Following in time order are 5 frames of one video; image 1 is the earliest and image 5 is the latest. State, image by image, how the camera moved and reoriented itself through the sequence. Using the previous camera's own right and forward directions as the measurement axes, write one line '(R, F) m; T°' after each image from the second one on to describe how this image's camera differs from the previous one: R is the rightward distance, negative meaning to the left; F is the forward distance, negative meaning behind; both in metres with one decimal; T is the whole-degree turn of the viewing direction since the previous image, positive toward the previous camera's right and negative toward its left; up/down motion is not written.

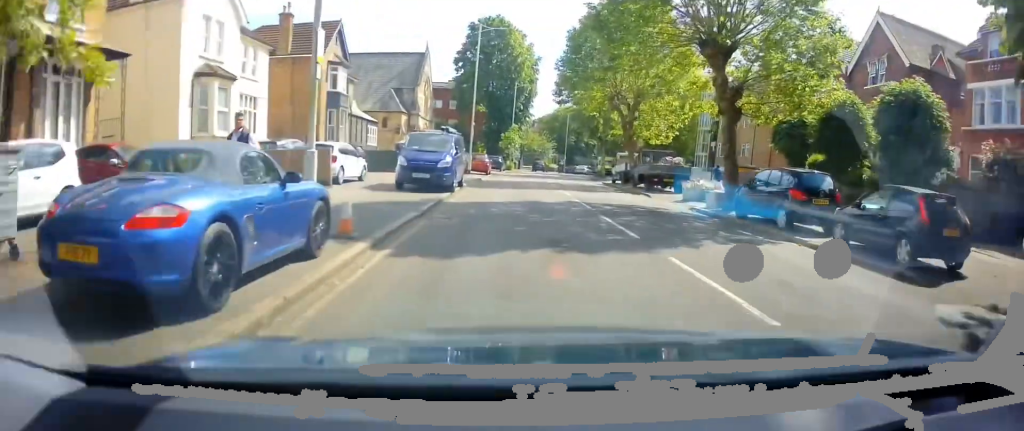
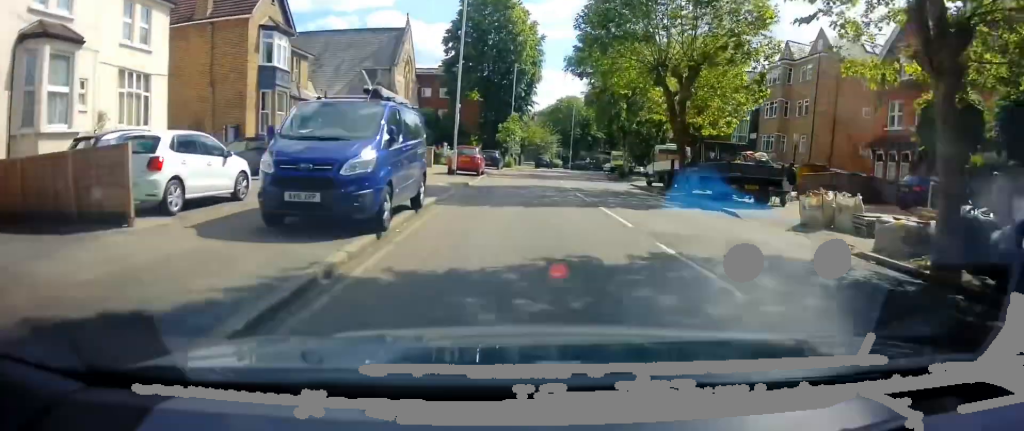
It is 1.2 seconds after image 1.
(-0.2, +9.7) m; 0°
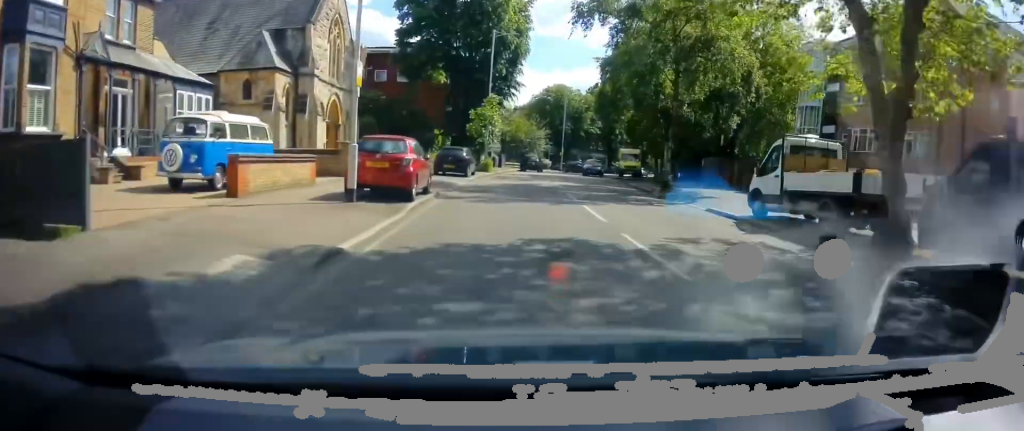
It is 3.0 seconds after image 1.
(+0.5, +15.1) m; +4°
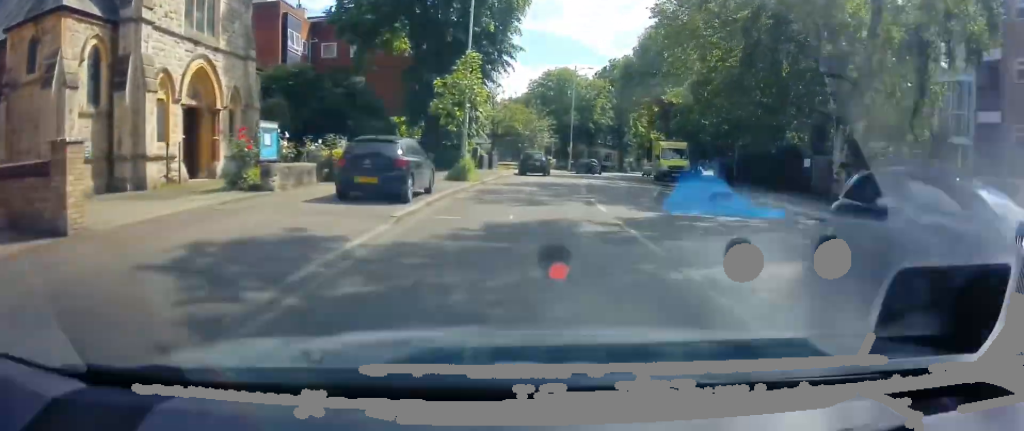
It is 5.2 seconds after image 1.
(-0.1, +15.6) m; -1°
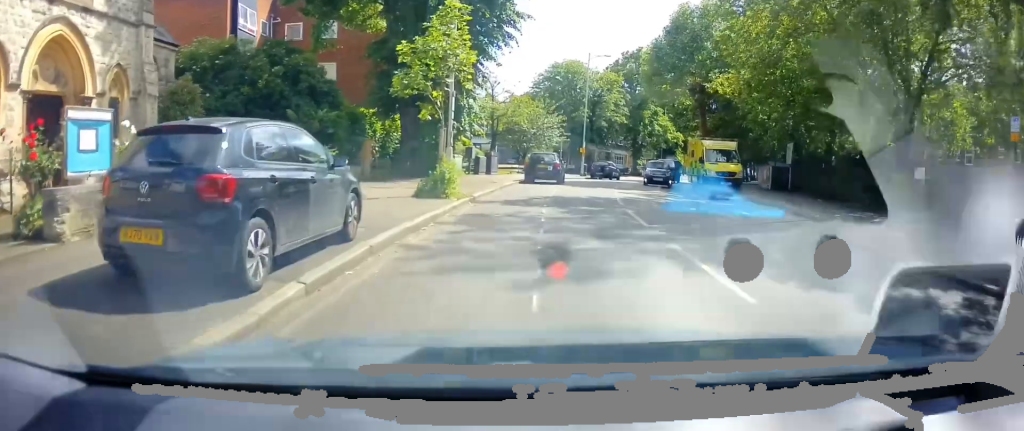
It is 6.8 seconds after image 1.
(0.0, +8.7) m; 0°
